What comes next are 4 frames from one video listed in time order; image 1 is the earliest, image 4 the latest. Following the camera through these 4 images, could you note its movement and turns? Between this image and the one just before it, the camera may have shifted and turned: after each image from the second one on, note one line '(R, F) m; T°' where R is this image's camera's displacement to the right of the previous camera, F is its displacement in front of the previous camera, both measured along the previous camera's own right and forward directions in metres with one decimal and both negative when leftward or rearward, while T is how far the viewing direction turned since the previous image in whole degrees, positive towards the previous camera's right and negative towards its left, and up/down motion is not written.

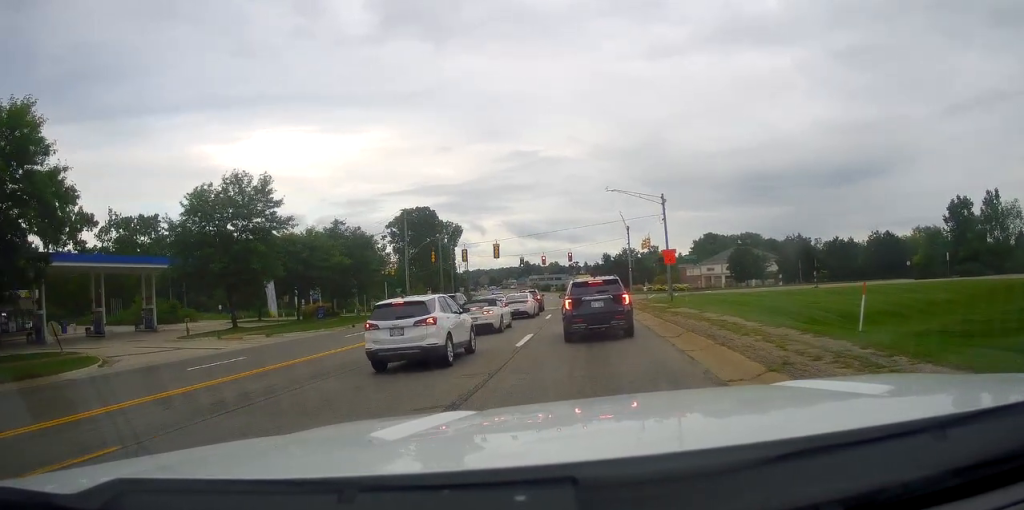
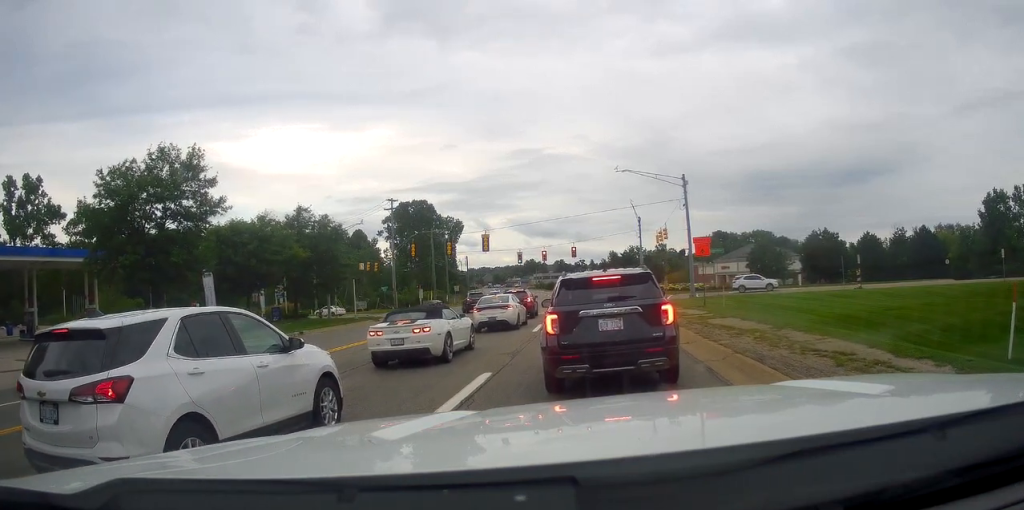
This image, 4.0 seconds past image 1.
(-0.4, +11.6) m; +1°
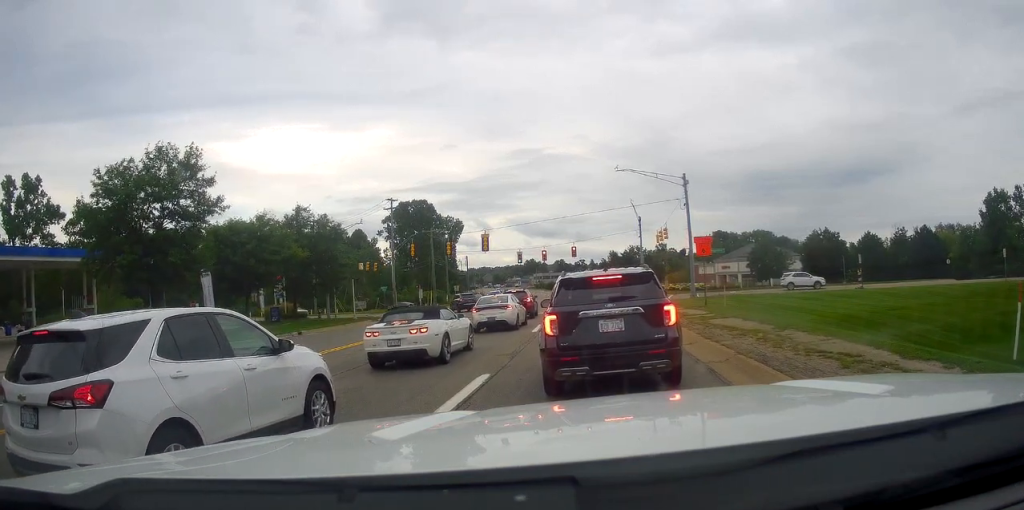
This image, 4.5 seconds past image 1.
(+0.1, +0.3) m; 0°
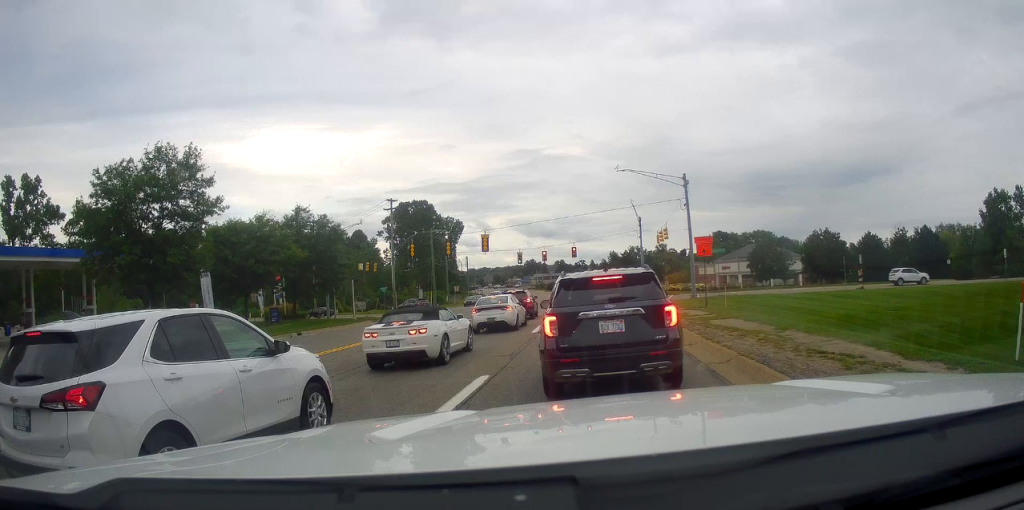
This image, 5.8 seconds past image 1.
(+0.1, +0.4) m; 0°
